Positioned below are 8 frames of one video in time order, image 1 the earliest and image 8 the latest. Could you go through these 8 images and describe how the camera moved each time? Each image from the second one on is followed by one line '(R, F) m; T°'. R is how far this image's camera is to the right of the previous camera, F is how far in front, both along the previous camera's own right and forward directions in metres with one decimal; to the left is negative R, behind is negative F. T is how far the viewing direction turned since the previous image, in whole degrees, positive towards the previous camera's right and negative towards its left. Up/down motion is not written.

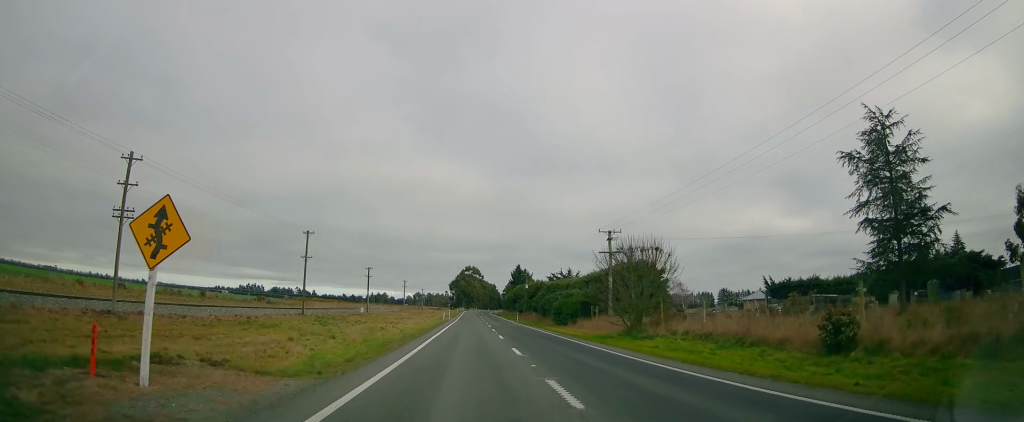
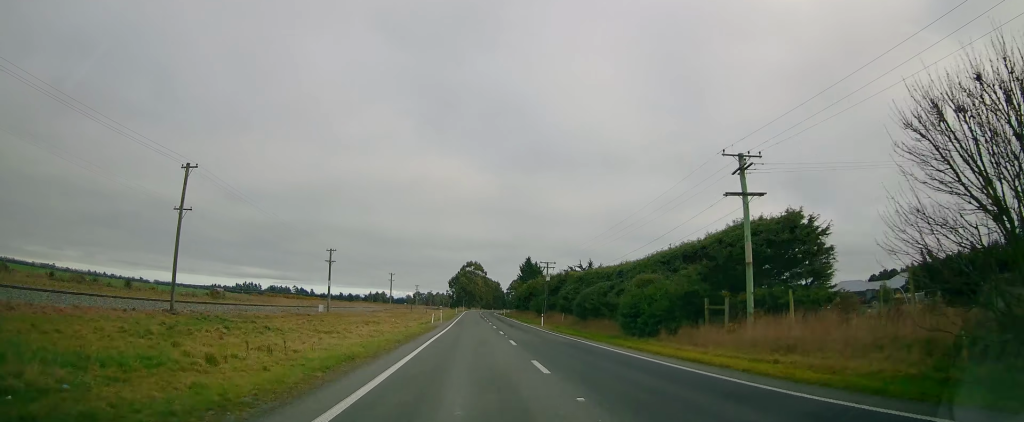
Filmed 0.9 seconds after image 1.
(-0.2, +25.7) m; 0°
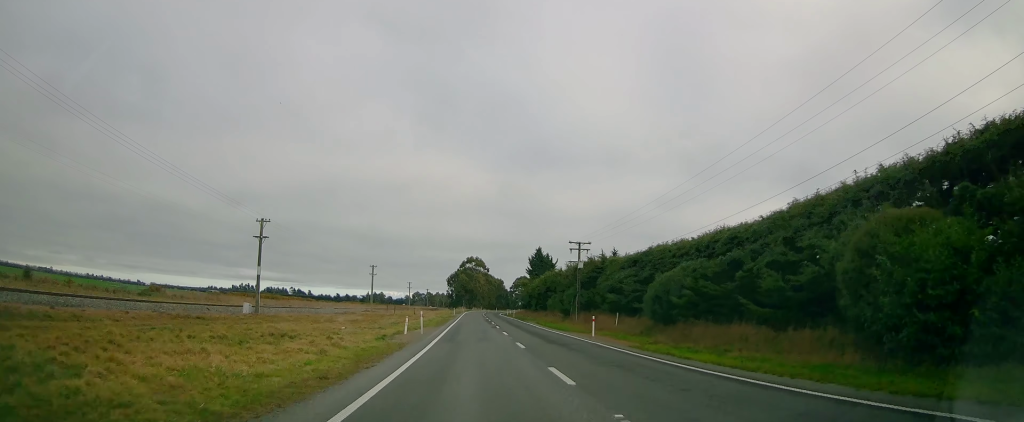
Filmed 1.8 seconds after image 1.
(+0.1, +22.8) m; +1°
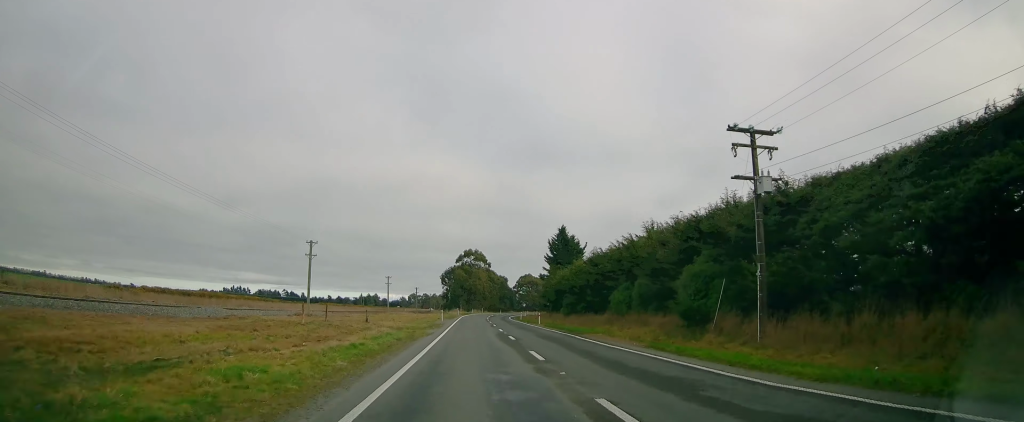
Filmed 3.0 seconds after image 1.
(+0.5, +34.7) m; 0°
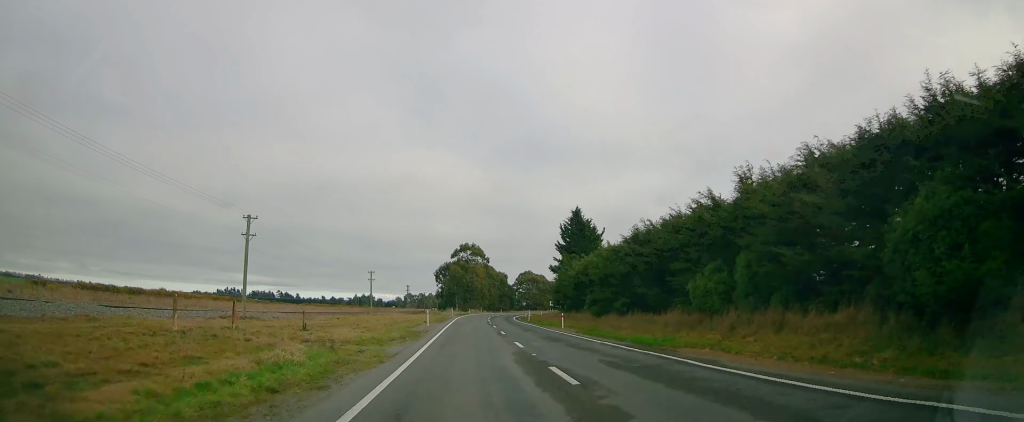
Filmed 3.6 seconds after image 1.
(-0.2, +15.6) m; 0°
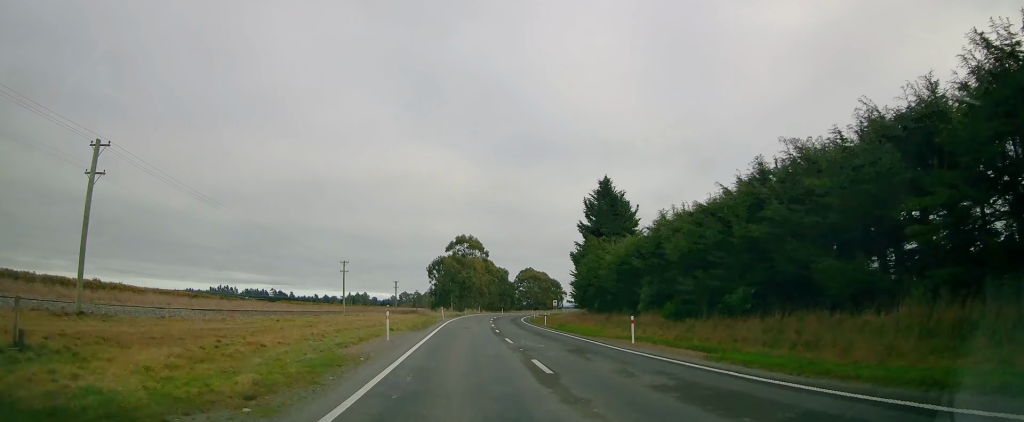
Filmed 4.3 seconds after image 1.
(-0.2, +18.3) m; 0°
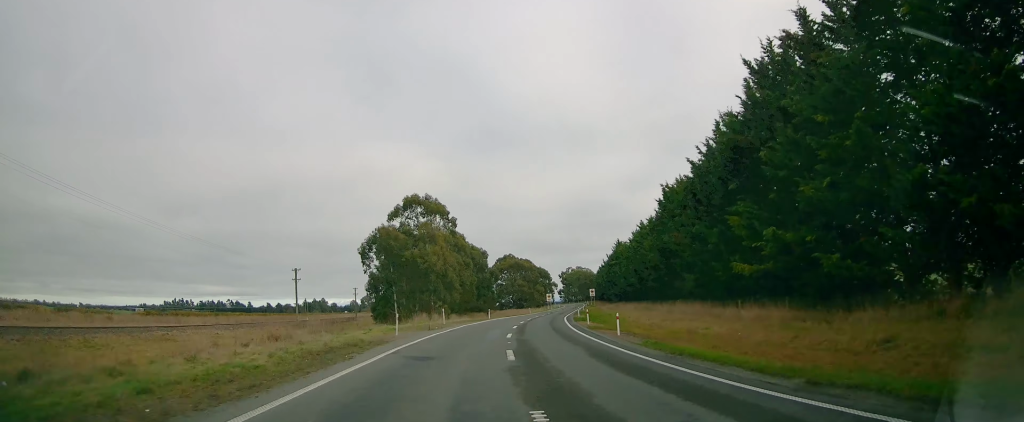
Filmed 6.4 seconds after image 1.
(+0.8, +56.9) m; +3°
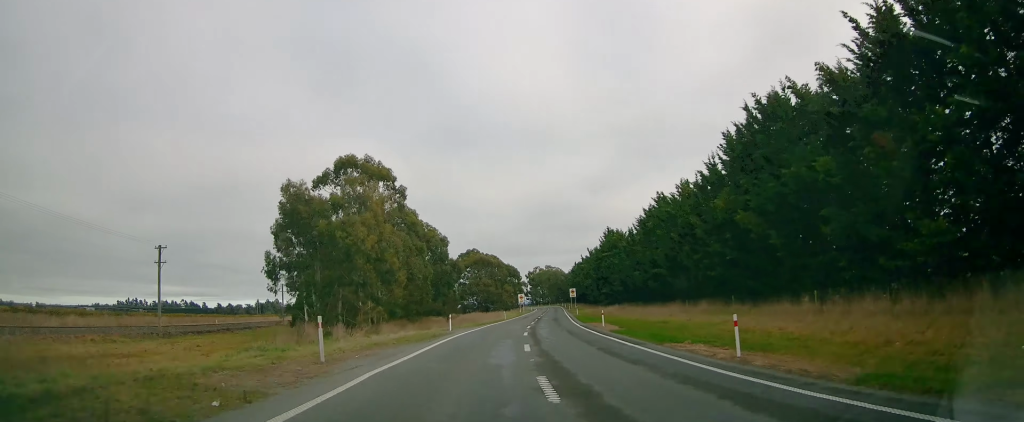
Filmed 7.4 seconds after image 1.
(+0.7, +25.8) m; +3°
